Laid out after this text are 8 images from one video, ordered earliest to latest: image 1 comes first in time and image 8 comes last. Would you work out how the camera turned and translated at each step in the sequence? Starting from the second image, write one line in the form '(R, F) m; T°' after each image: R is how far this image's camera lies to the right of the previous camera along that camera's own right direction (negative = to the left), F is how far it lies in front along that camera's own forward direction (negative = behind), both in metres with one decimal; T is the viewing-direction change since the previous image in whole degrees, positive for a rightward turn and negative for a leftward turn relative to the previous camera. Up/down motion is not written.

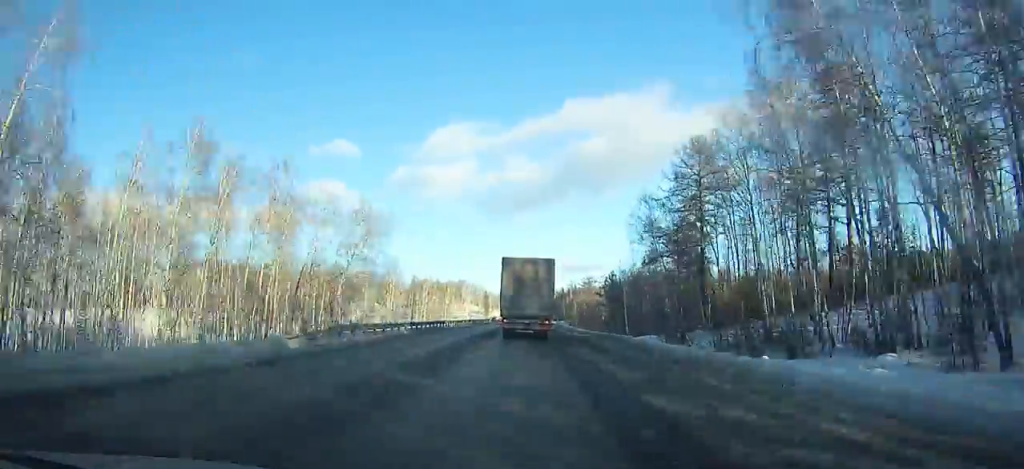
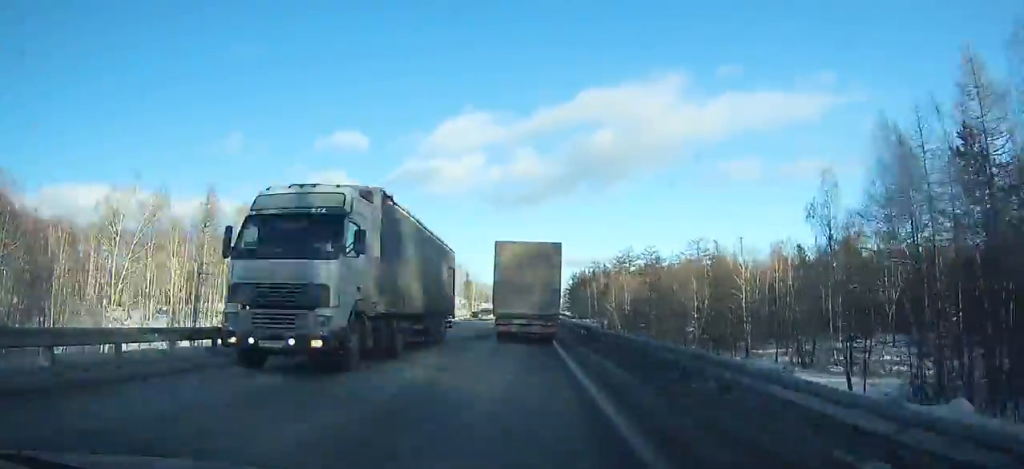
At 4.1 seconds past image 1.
(-0.6, +85.1) m; -1°
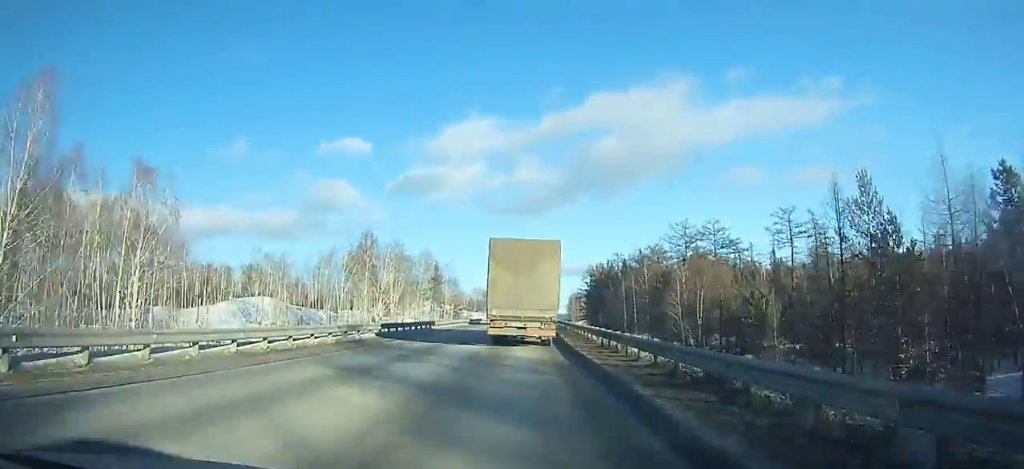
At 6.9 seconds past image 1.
(-0.2, +54.8) m; 0°
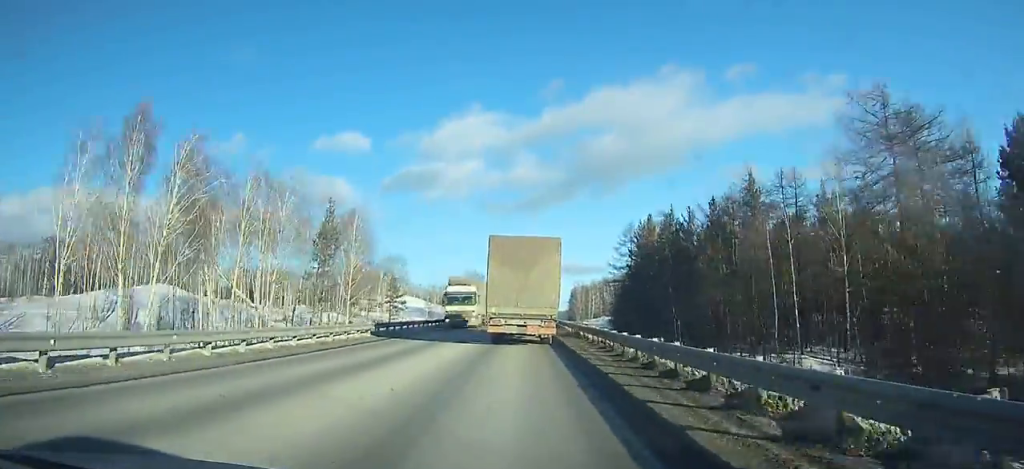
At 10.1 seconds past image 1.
(+0.6, +59.3) m; +1°
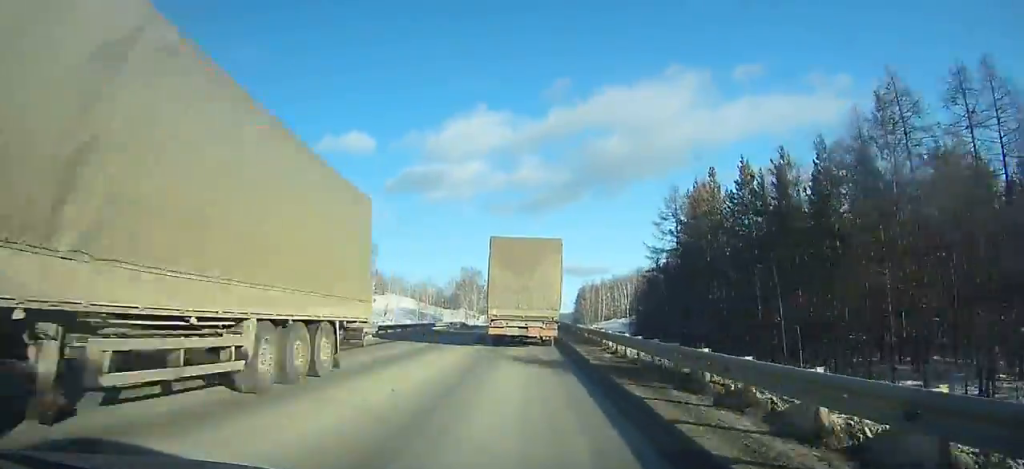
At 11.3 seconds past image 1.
(0.0, +21.7) m; 0°
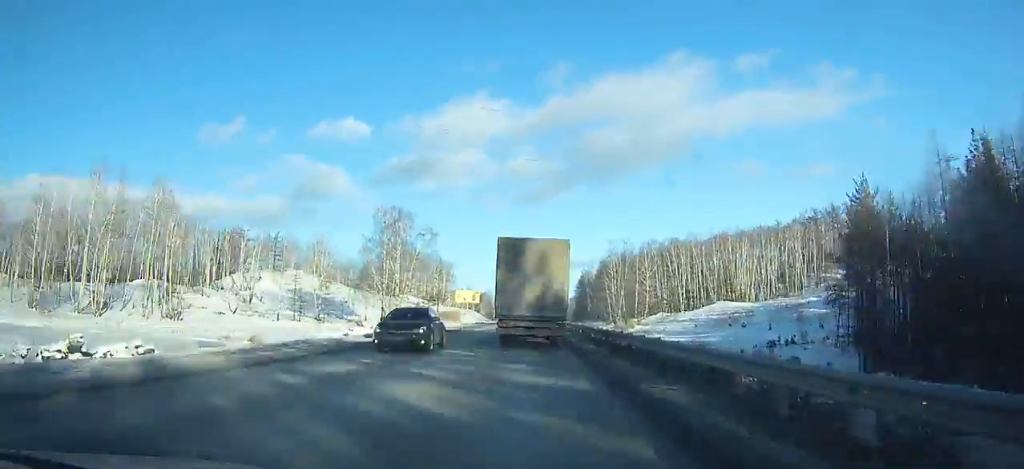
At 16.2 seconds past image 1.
(+0.7, +87.3) m; +1°
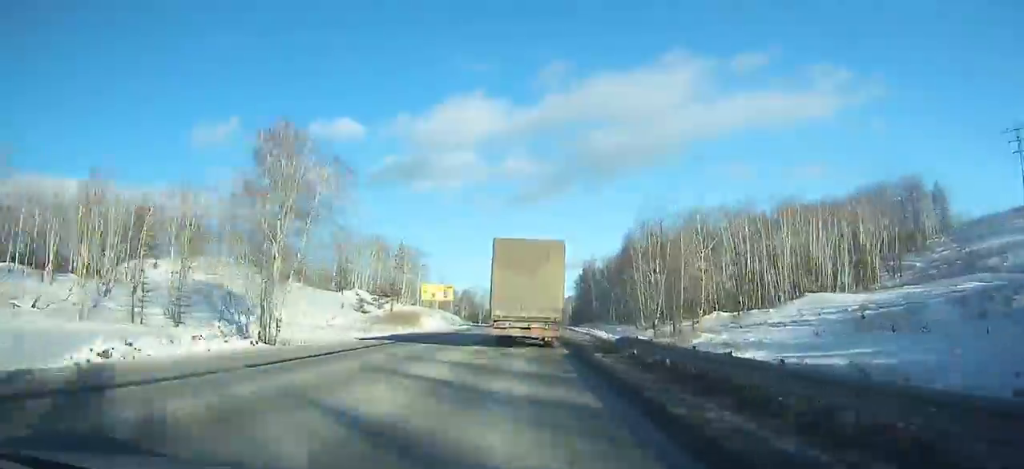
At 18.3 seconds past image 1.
(+0.3, +37.5) m; +1°
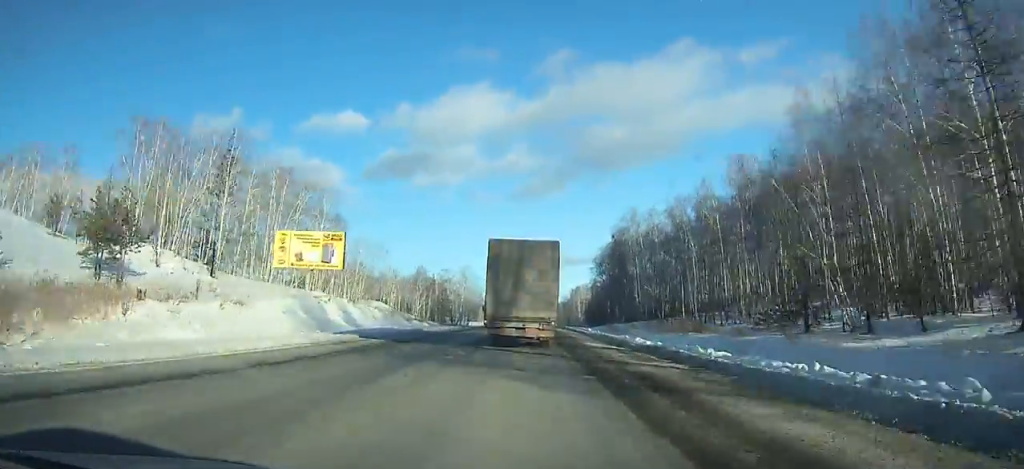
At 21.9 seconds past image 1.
(+0.3, +66.1) m; 0°
